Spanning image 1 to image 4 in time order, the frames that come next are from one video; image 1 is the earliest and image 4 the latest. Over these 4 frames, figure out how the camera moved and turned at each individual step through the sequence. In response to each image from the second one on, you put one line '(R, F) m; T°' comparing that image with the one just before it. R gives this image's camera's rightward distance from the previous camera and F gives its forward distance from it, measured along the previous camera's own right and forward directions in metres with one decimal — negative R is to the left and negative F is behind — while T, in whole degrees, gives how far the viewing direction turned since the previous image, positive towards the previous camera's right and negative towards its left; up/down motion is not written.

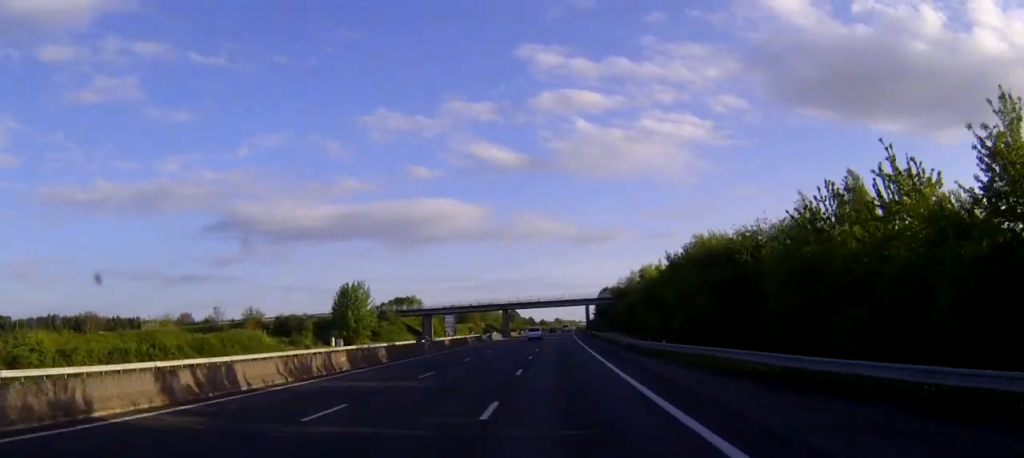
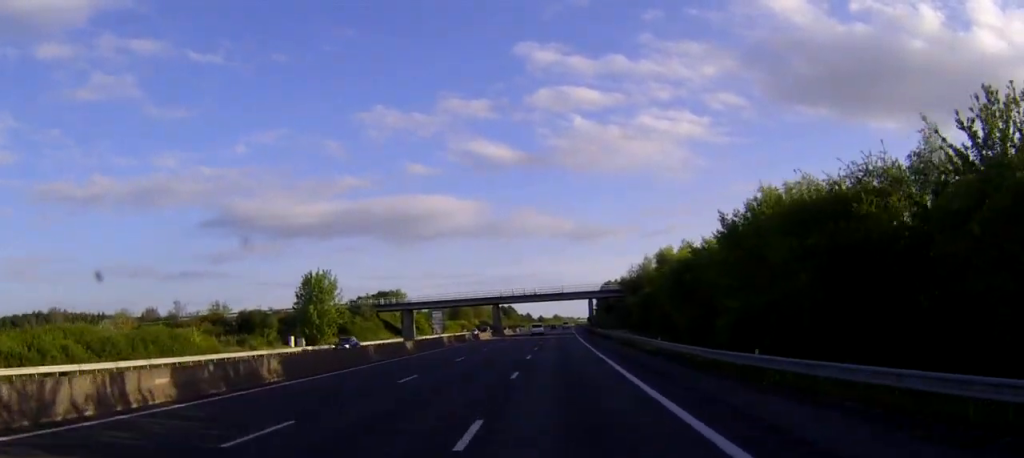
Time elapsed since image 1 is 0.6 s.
(0.0, +16.7) m; 0°
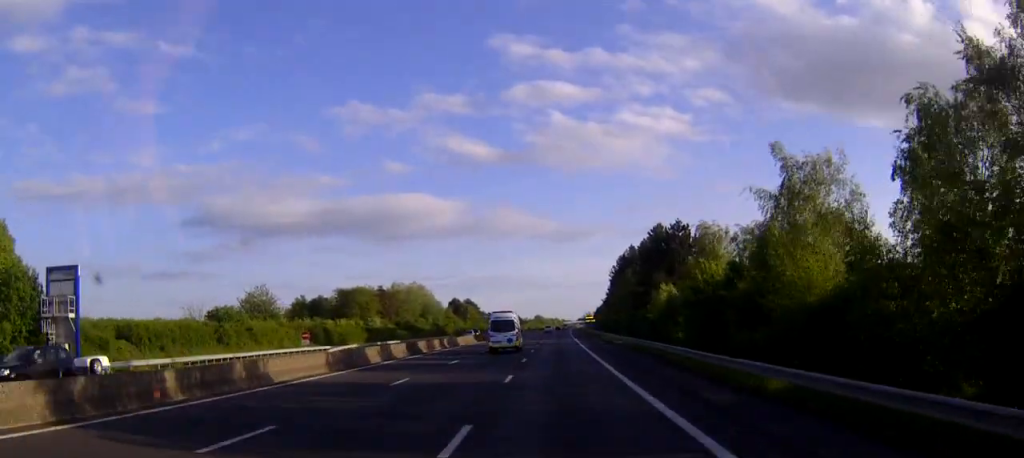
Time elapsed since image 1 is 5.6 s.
(+1.5, +131.2) m; +1°
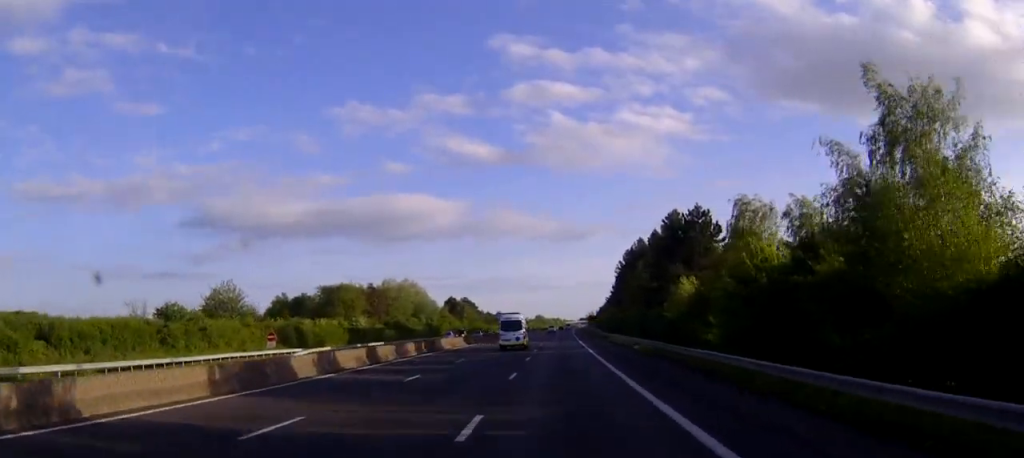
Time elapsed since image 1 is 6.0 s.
(0.0, +11.6) m; 0°
